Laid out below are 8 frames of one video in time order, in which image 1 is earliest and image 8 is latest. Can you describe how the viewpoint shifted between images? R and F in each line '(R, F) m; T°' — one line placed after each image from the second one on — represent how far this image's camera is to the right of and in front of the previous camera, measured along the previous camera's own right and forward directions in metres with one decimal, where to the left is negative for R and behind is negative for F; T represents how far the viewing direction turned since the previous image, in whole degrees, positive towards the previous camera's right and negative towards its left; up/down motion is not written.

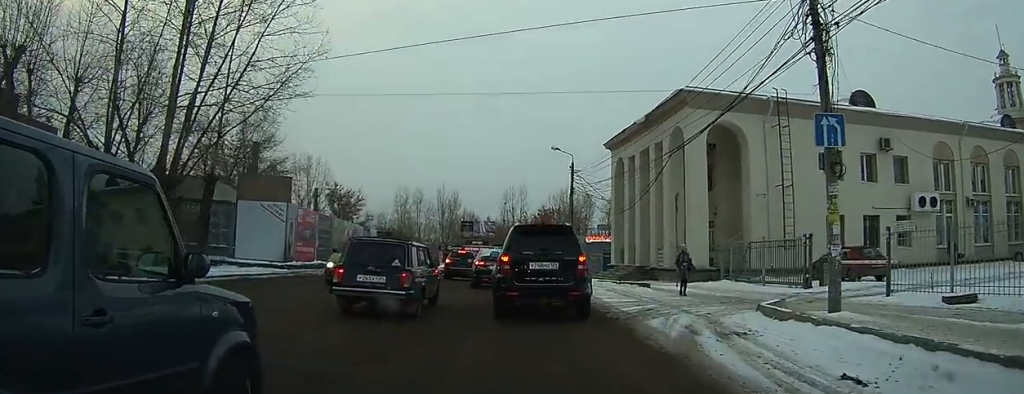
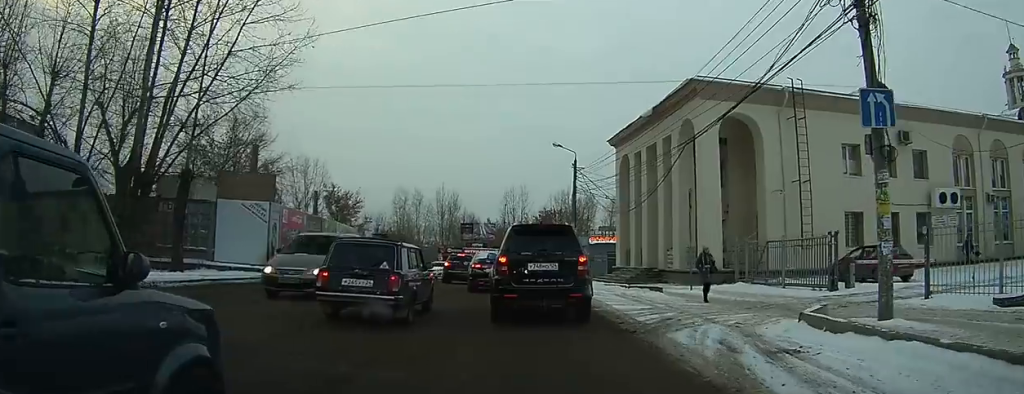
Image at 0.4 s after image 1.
(0.0, +2.0) m; 0°
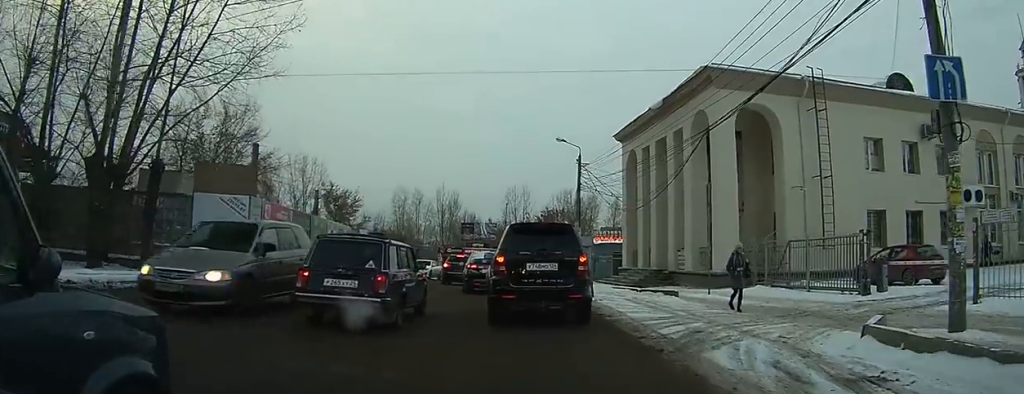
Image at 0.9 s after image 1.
(+0.1, +2.1) m; 0°
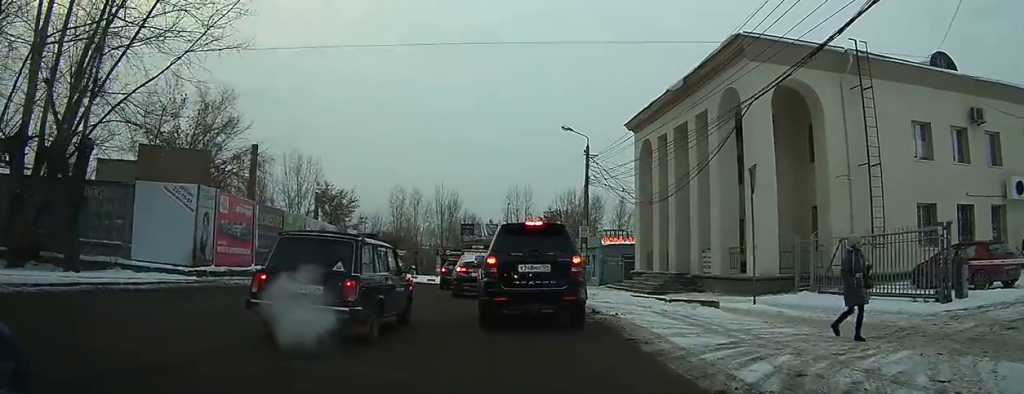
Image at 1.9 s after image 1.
(-0.1, +3.8) m; -4°
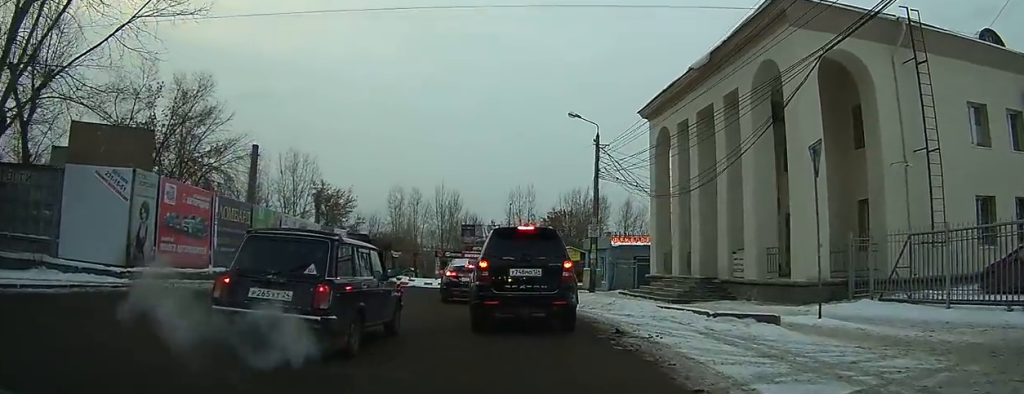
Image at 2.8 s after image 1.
(-0.2, +3.4) m; -2°
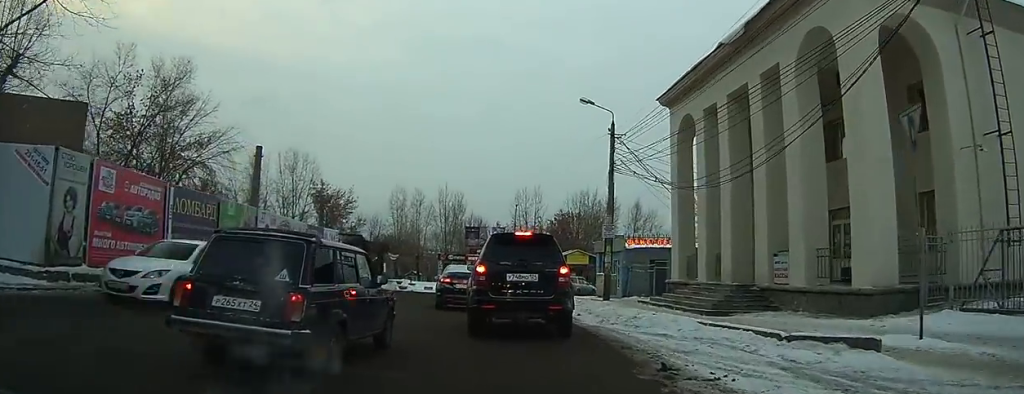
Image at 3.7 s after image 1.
(0.0, +3.0) m; +3°
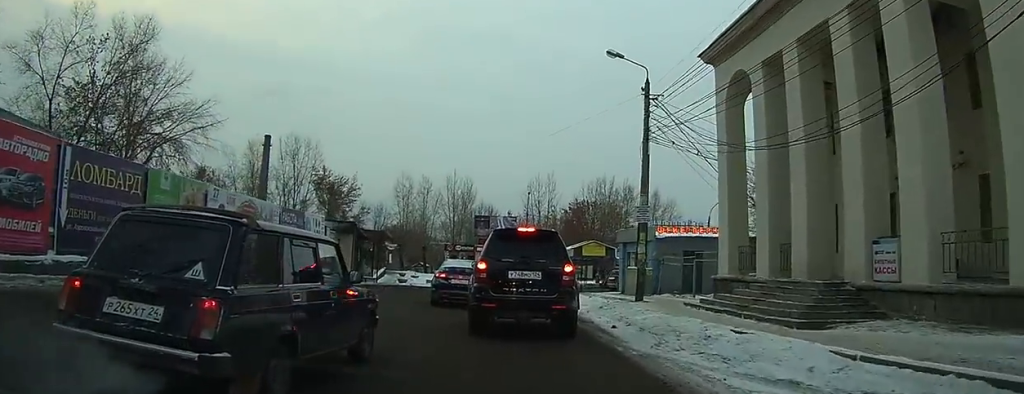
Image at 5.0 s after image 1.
(+0.3, +4.4) m; +1°
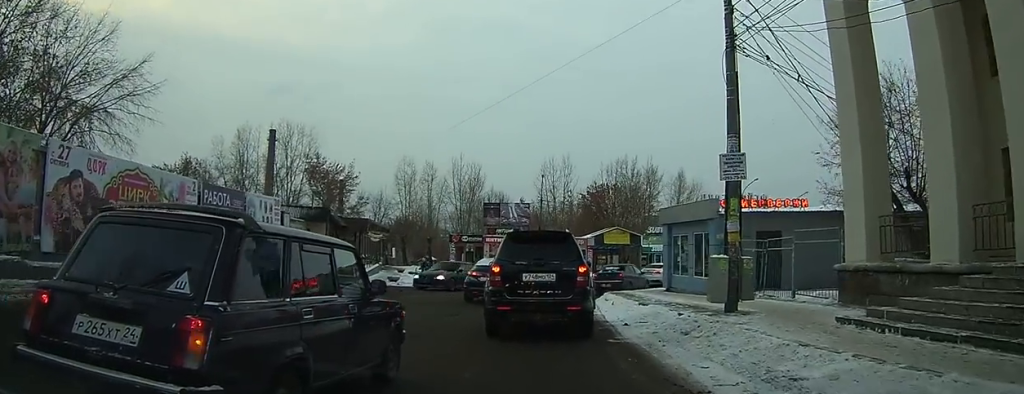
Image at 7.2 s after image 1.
(-0.5, +7.8) m; -2°
